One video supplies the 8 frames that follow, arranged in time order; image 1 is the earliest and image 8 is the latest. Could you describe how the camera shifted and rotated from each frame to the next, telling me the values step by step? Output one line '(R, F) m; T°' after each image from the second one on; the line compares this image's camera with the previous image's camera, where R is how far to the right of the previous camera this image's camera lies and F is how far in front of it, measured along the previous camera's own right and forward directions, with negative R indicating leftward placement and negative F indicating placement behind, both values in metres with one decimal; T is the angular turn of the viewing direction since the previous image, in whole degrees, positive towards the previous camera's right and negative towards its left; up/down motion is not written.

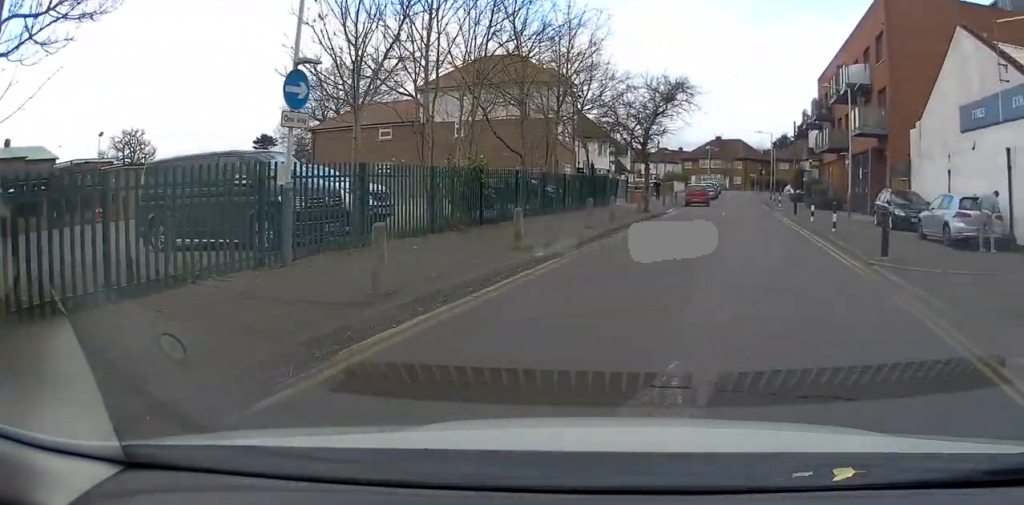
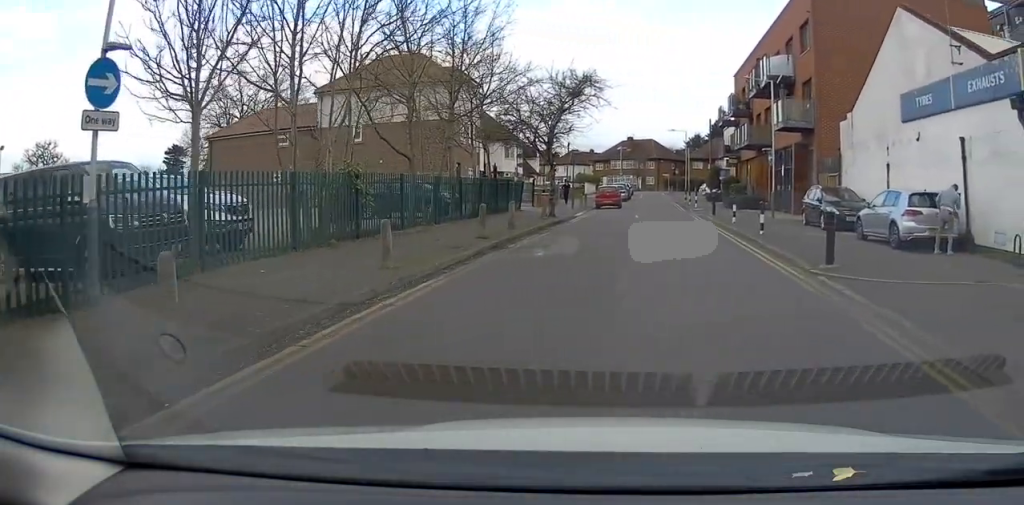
(+0.2, +2.0) m; +7°
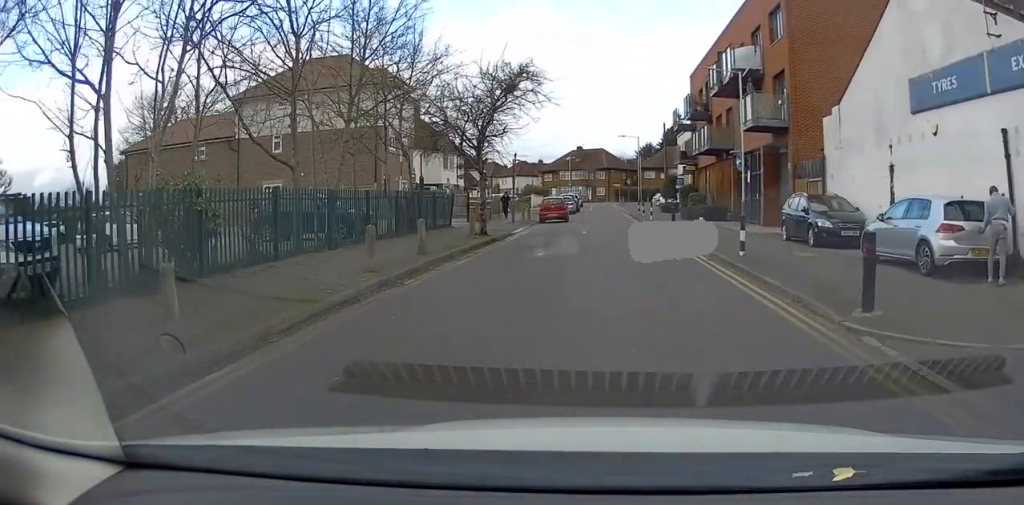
(+0.2, +3.7) m; +3°
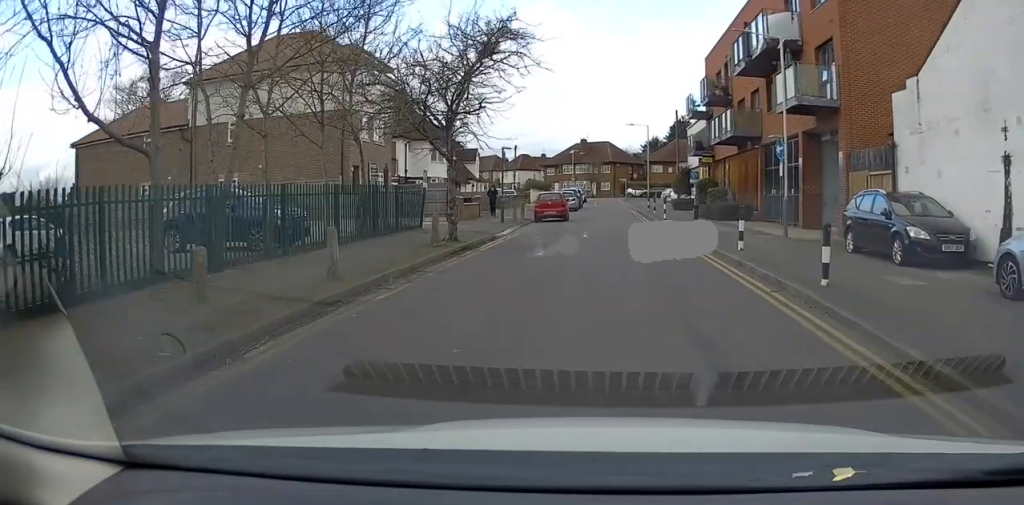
(+0.1, +5.2) m; +2°
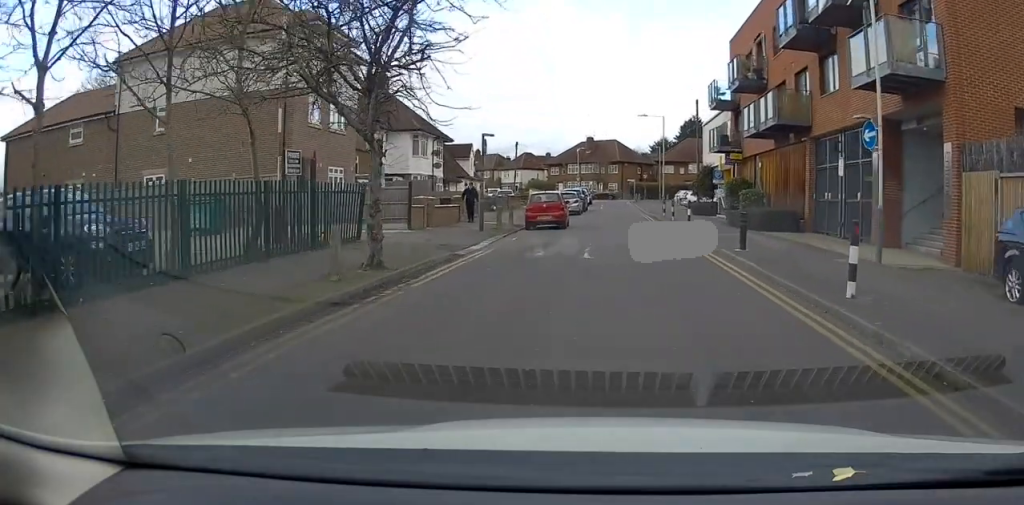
(+0.1, +6.4) m; 0°
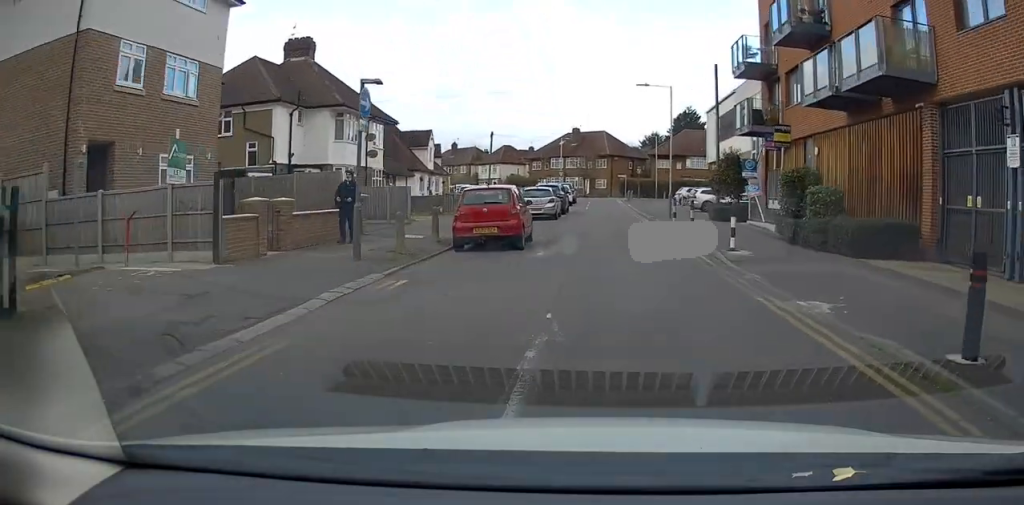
(-0.1, +10.6) m; +1°
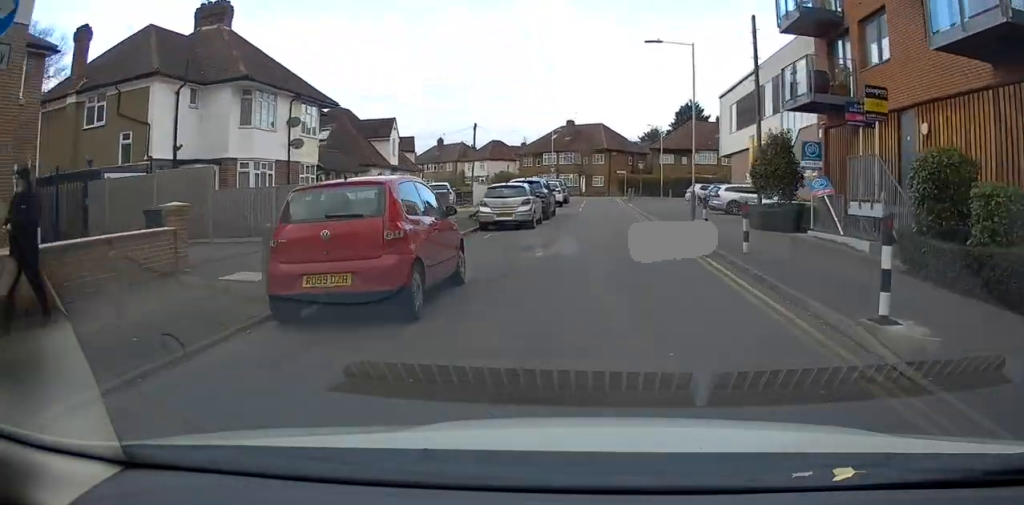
(+0.1, +8.6) m; 0°
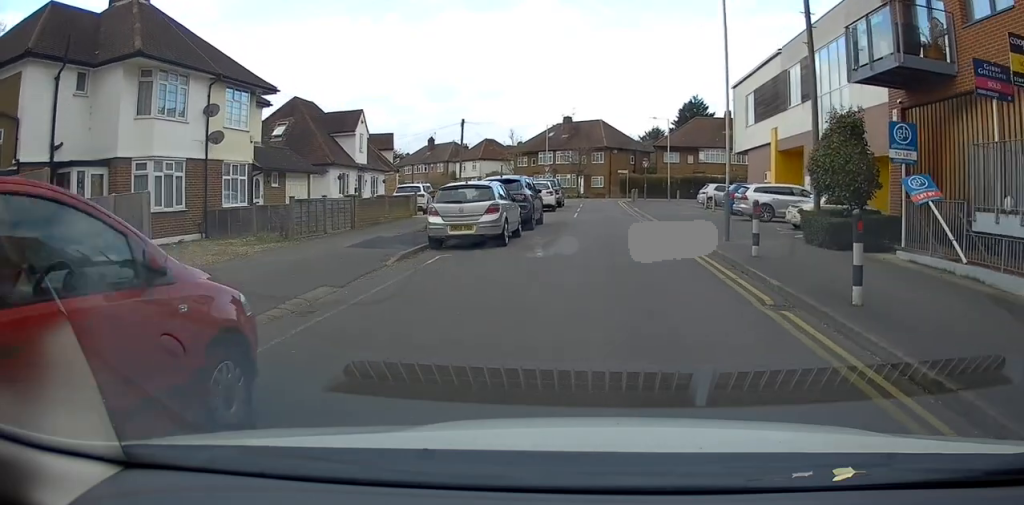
(-0.1, +6.1) m; -1°
